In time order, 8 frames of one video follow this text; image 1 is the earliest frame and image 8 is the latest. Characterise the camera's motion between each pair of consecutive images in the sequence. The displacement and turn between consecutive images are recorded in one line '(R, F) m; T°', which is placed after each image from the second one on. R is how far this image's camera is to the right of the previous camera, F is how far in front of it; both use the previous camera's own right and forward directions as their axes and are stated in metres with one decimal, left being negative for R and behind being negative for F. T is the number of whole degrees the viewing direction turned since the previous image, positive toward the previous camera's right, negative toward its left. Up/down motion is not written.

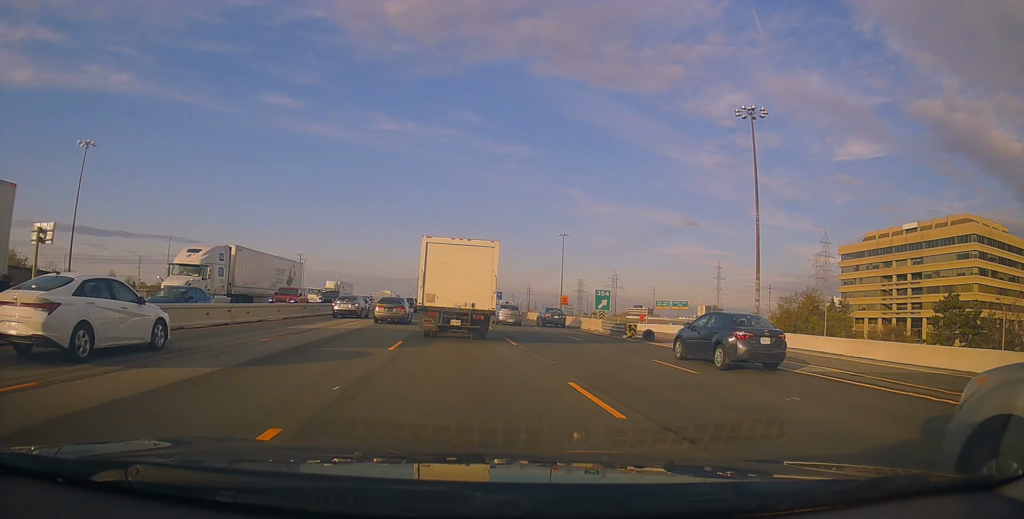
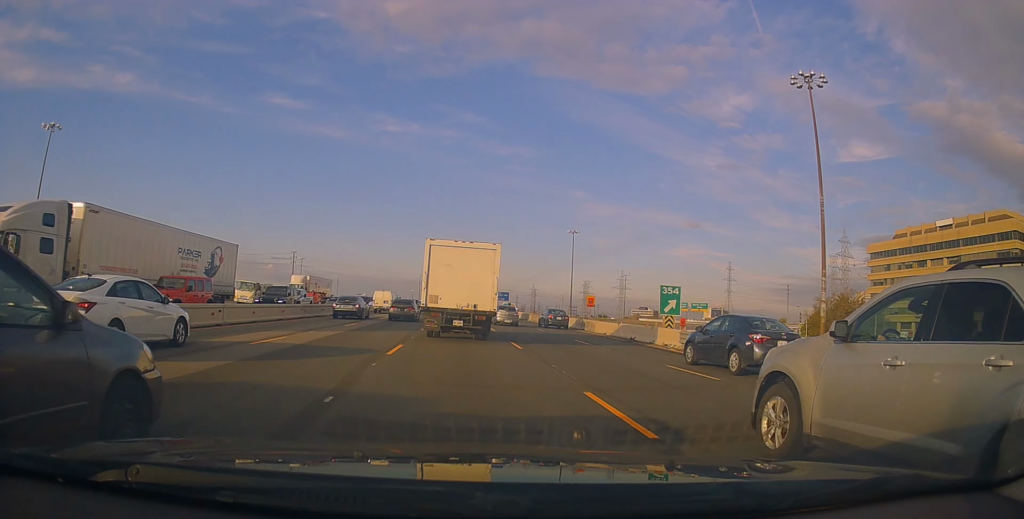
(+0.2, +12.7) m; -1°
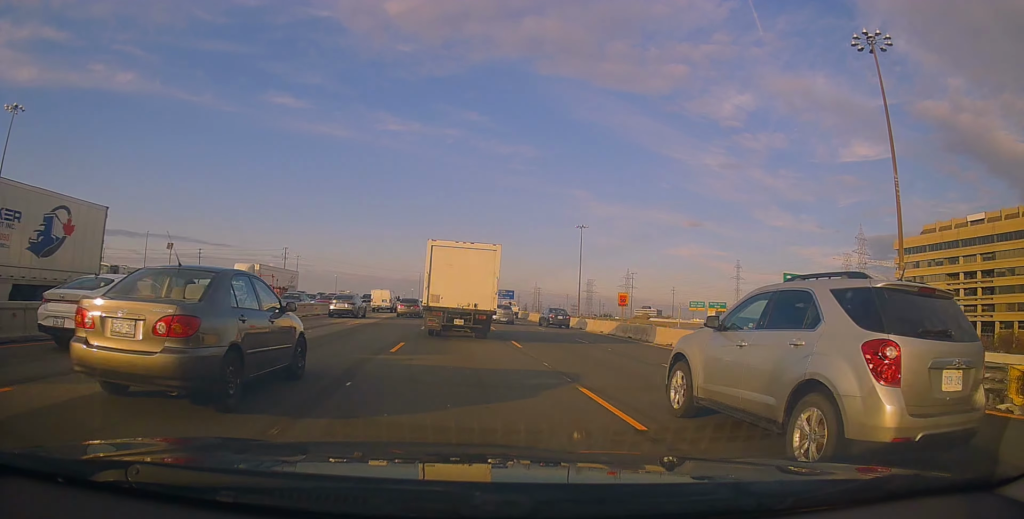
(-0.4, +11.4) m; -2°
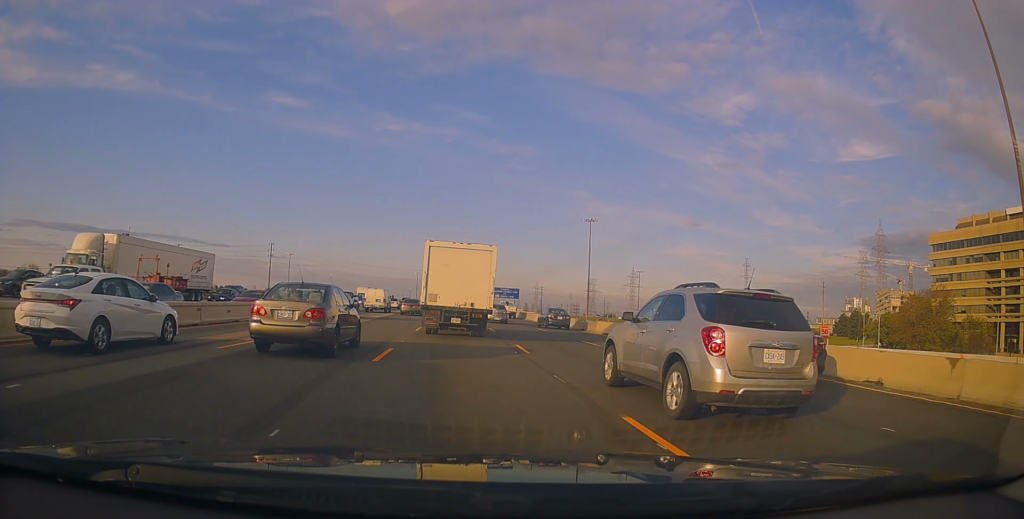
(-0.1, +13.9) m; +2°
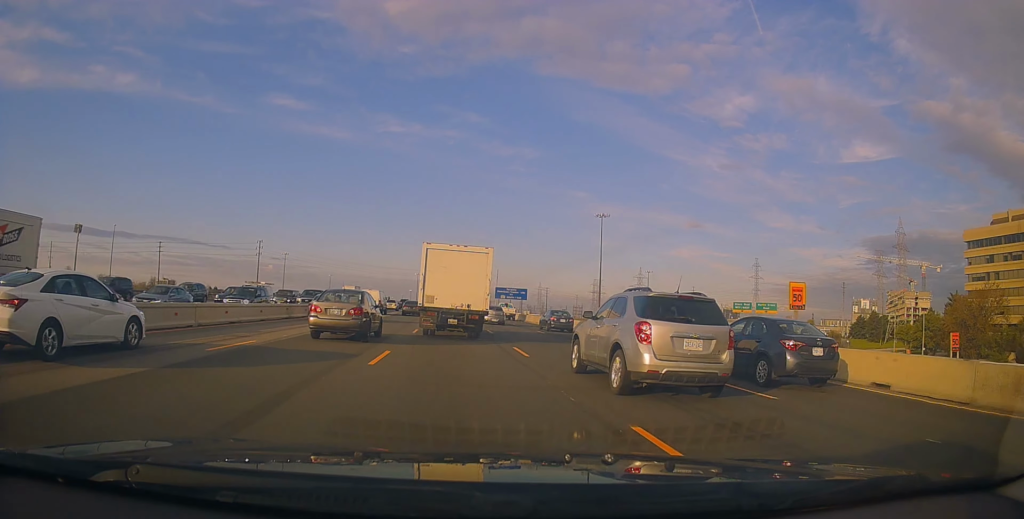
(+0.4, +12.2) m; +1°
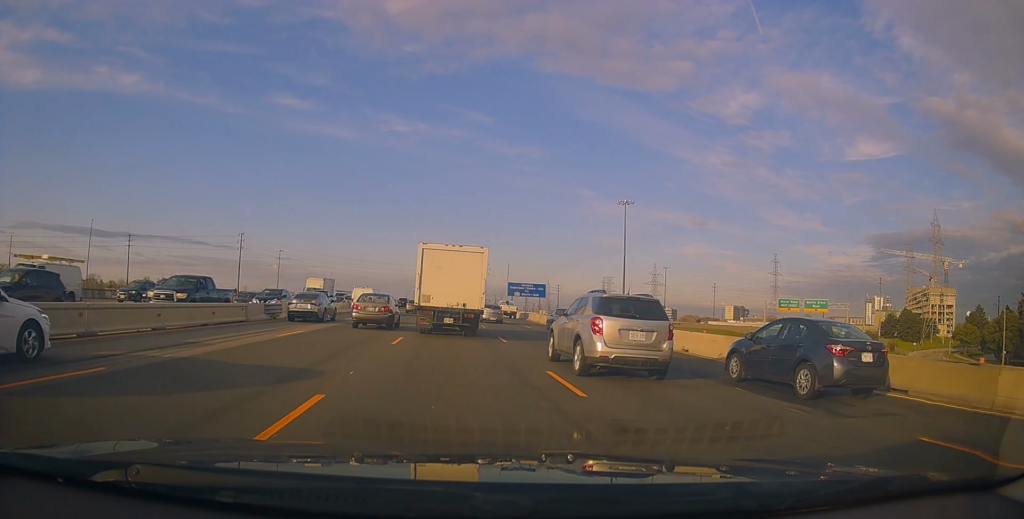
(0.0, +18.4) m; -2°
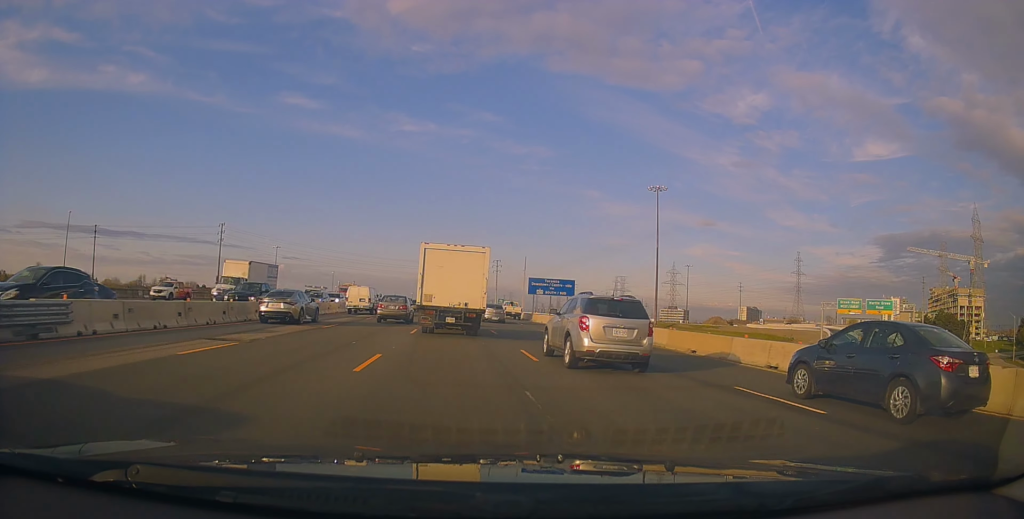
(-0.4, +18.6) m; -1°
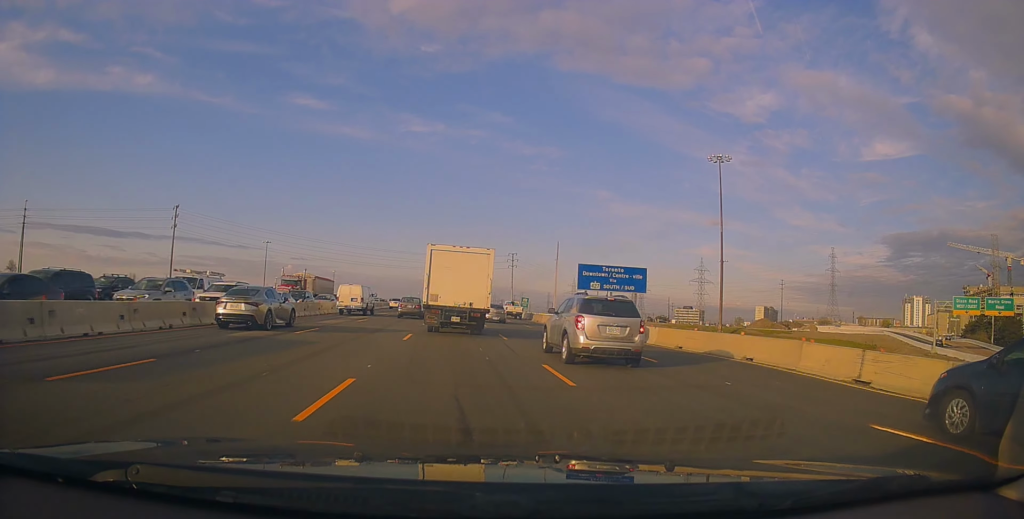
(0.0, +28.1) m; 0°
